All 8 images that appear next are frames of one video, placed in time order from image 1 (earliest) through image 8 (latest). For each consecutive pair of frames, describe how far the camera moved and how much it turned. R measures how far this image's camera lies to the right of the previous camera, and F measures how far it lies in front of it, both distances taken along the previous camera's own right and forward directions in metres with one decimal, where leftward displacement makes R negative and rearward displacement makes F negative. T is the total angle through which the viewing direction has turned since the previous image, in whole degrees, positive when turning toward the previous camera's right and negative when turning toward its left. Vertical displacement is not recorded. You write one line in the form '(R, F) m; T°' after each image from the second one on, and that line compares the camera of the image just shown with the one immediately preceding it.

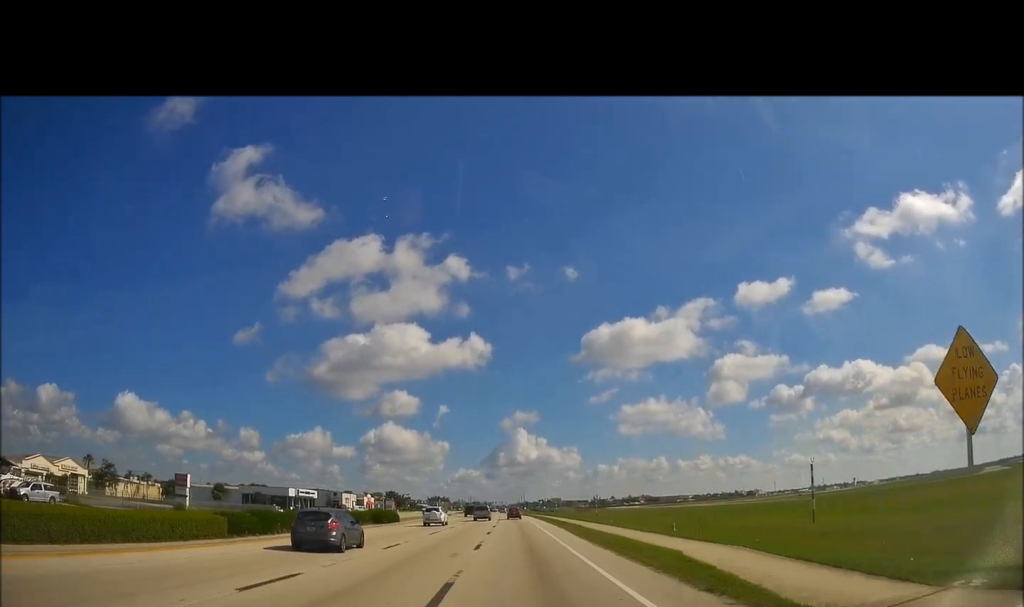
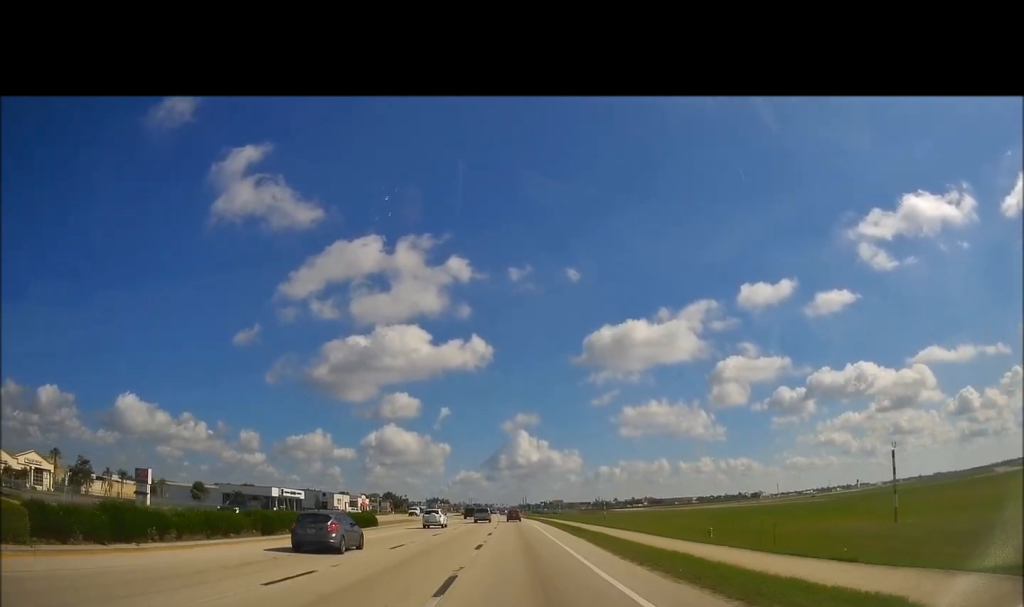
(+0.3, +10.7) m; 0°
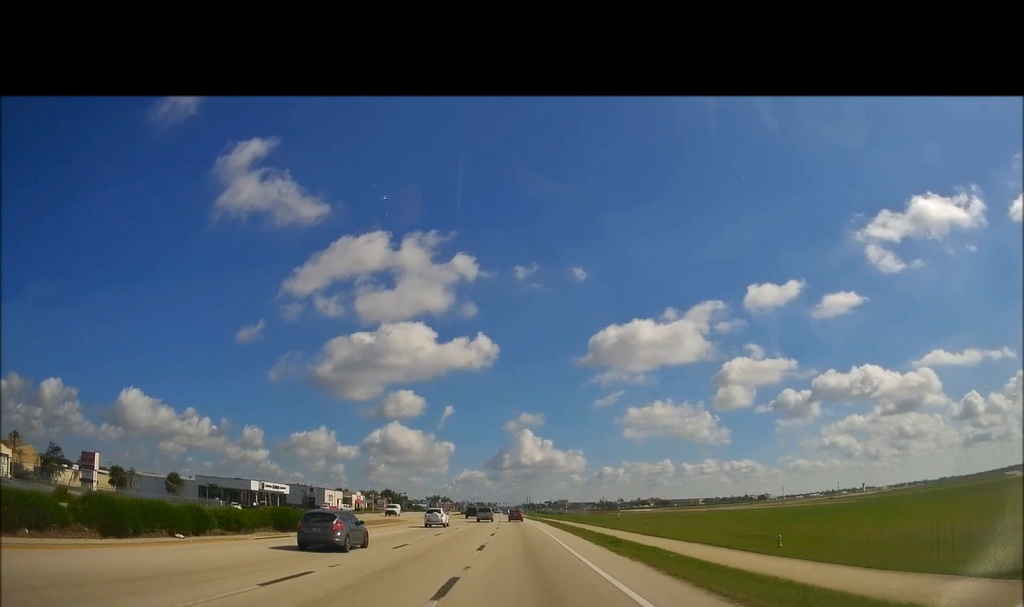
(0.0, +12.7) m; 0°
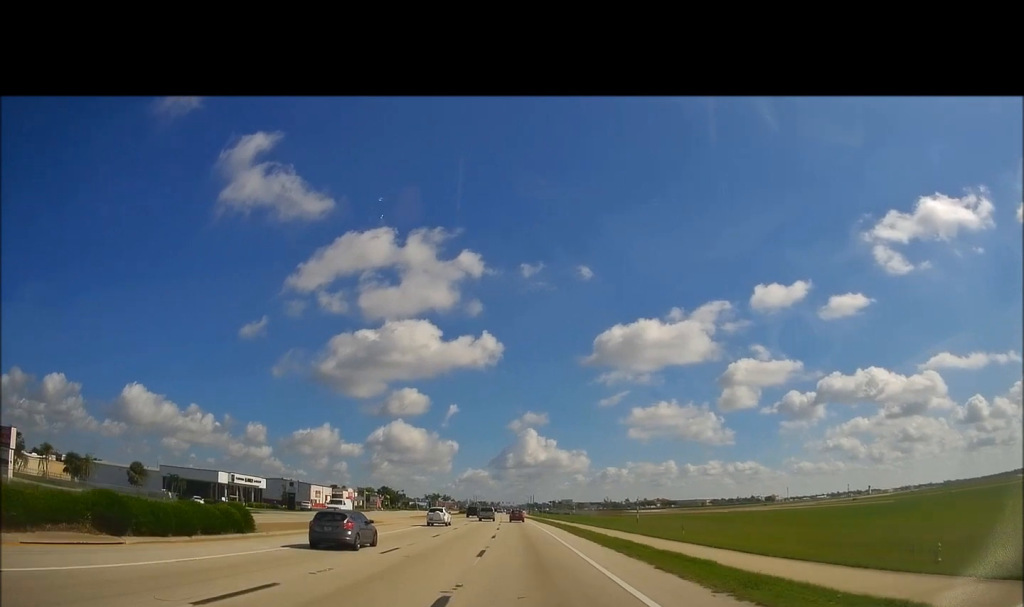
(-0.3, +15.3) m; -1°
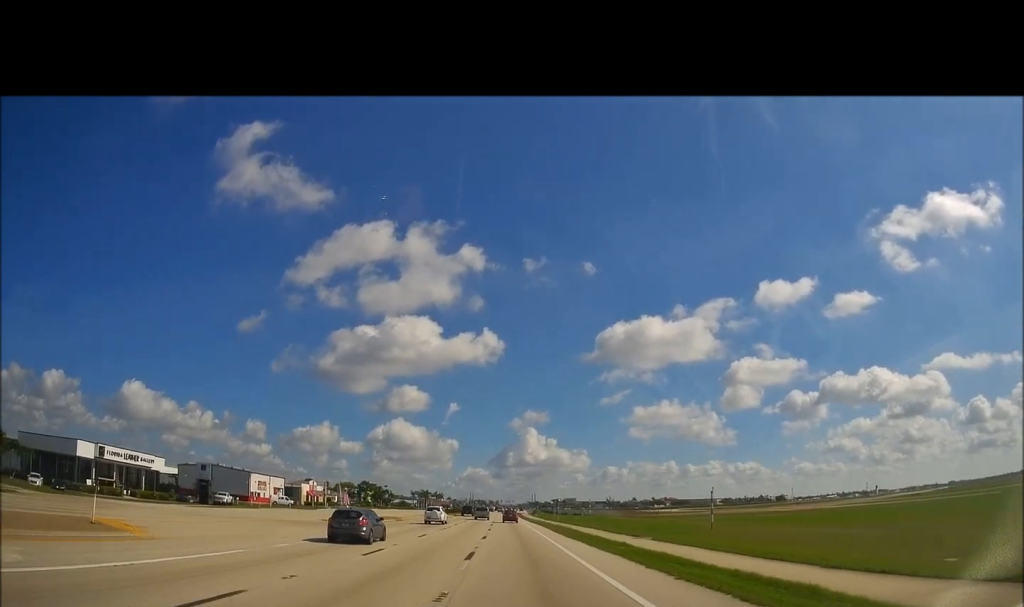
(0.0, +39.1) m; 0°
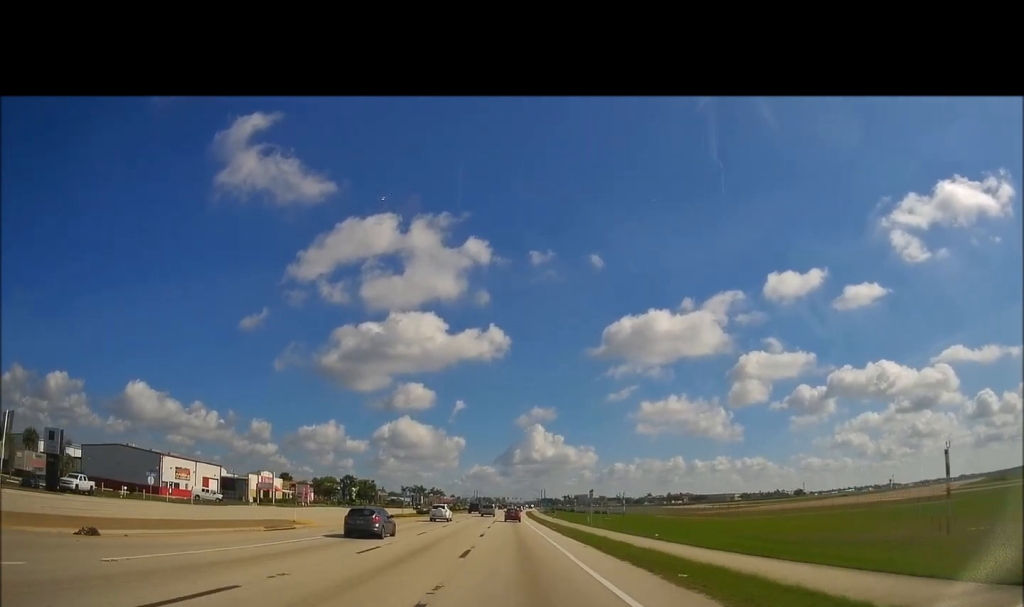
(-0.9, +36.7) m; -1°
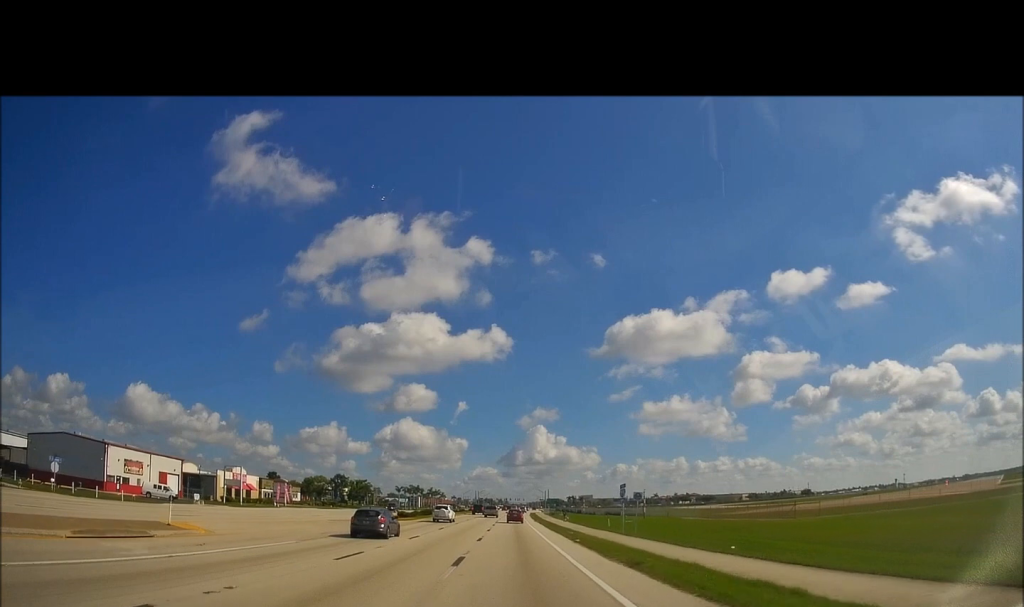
(+0.3, +15.0) m; 0°
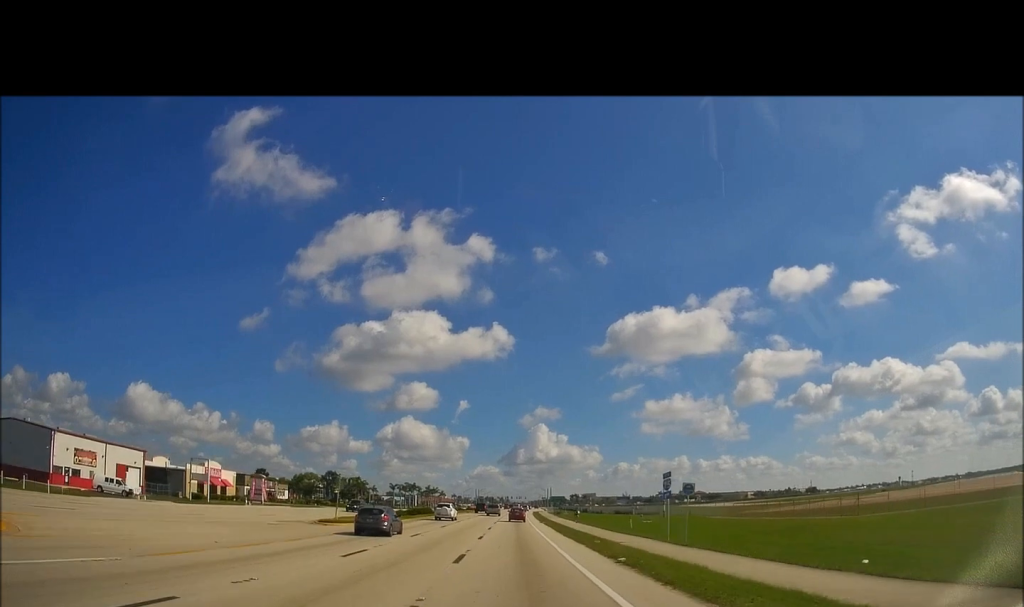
(0.0, +11.6) m; 0°
